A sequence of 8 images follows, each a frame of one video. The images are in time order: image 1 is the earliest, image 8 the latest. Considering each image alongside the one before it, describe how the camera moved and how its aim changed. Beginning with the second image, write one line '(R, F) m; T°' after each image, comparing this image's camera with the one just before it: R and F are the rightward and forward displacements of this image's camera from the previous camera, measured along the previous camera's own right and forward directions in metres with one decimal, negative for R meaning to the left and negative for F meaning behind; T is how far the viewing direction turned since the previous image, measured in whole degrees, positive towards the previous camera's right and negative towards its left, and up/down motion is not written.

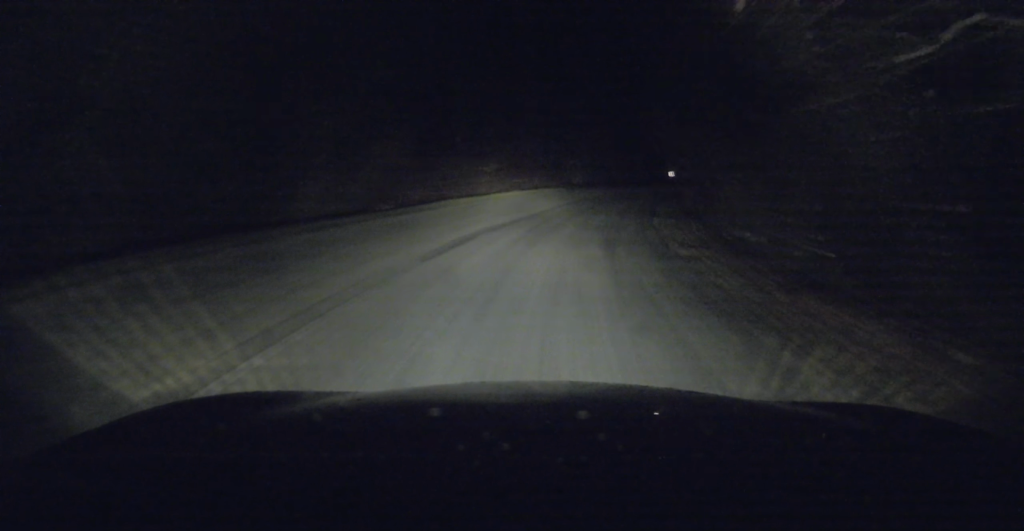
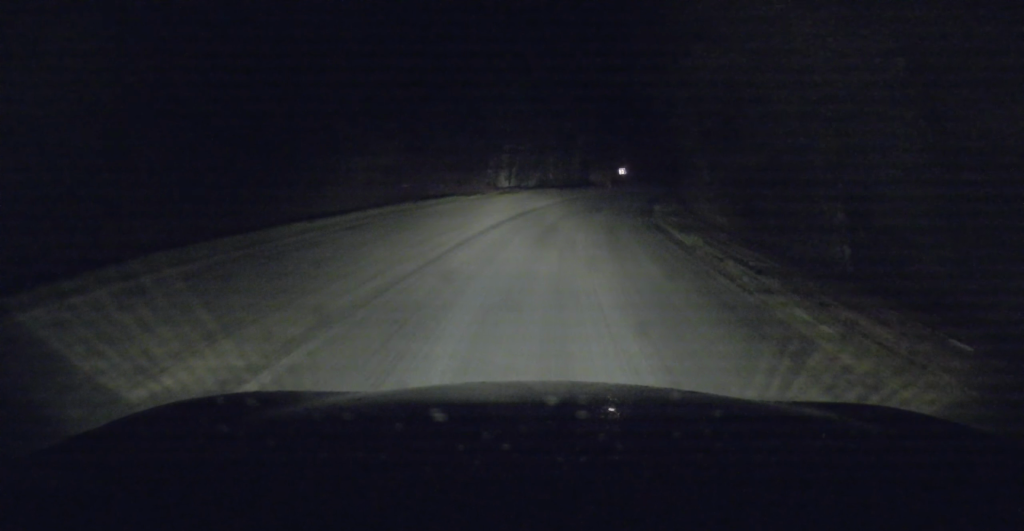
(+1.0, +15.2) m; +6°
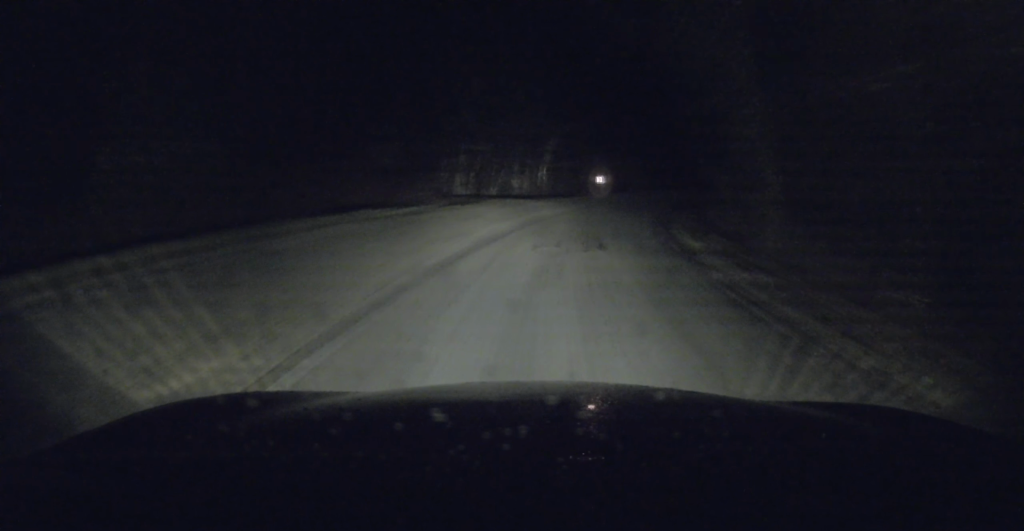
(+0.3, +9.7) m; +4°
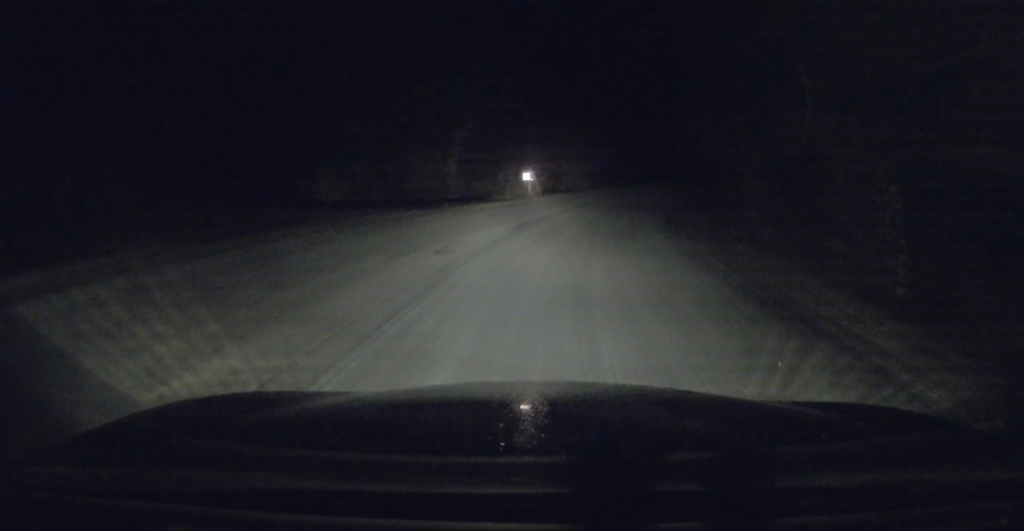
(+1.1, +15.6) m; +8°
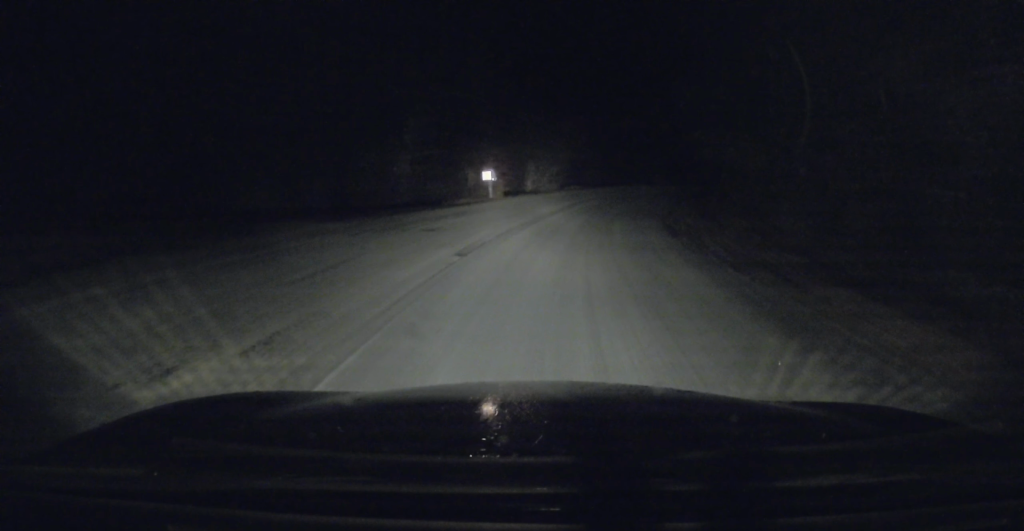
(+0.1, +6.1) m; +3°
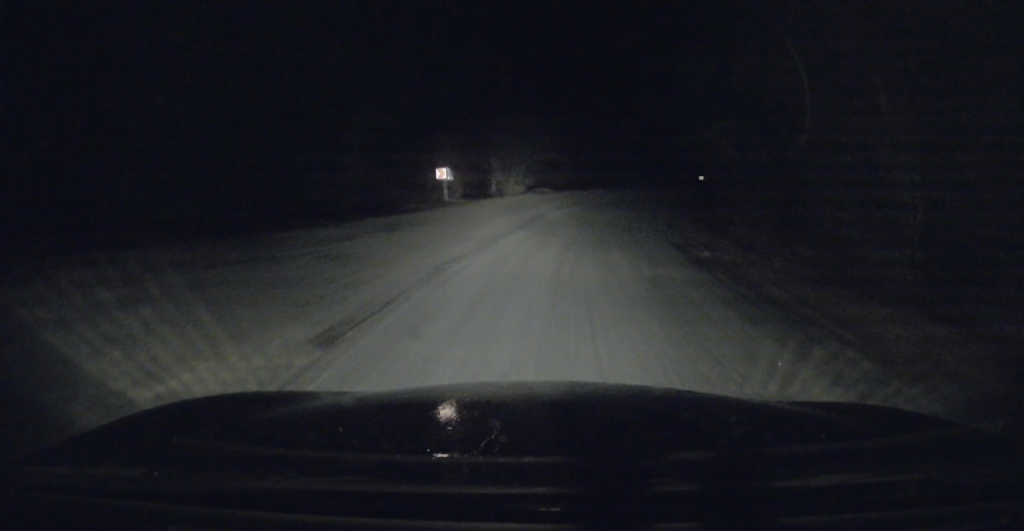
(+0.2, +5.5) m; +3°
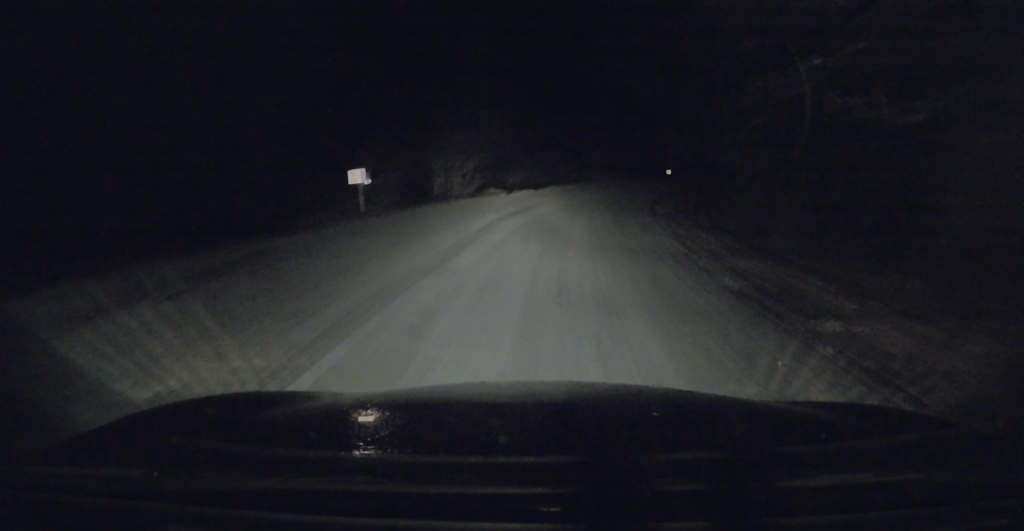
(0.0, +7.1) m; +4°
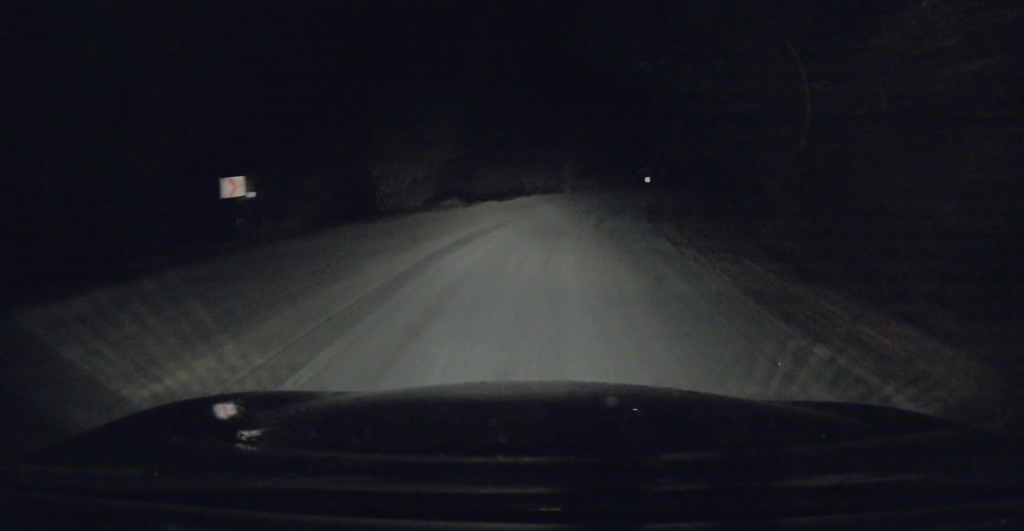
(+0.4, +6.7) m; +4°
